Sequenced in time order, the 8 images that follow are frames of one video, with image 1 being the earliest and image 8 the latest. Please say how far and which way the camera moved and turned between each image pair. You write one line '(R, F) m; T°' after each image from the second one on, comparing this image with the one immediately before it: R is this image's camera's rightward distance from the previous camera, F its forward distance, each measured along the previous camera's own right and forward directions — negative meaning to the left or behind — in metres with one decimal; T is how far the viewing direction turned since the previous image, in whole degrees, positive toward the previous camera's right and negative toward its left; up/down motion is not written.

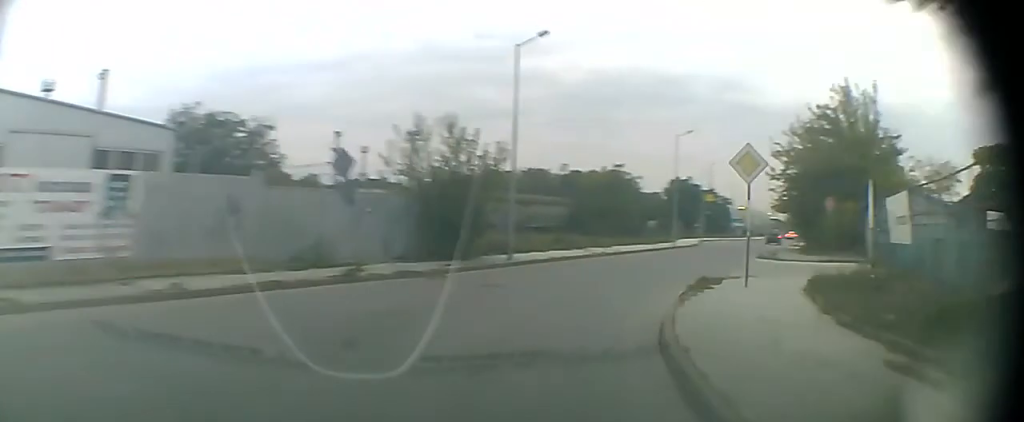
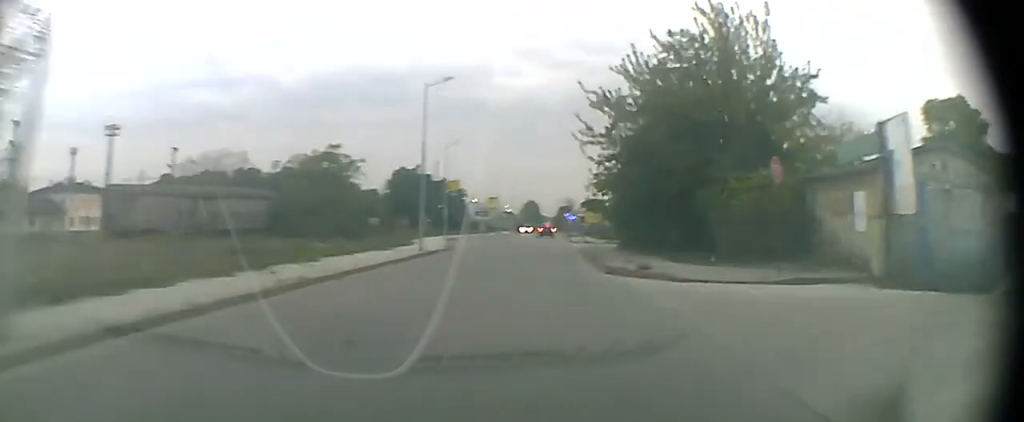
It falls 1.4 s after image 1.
(+4.2, +18.0) m; +17°
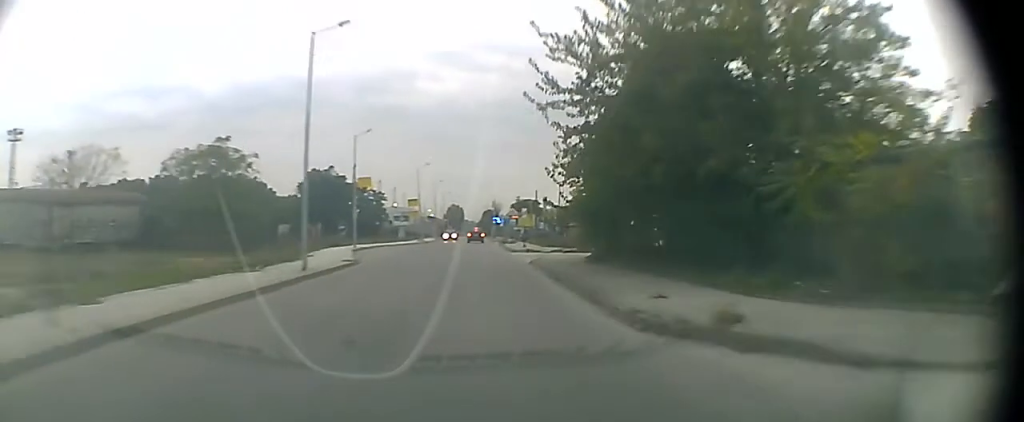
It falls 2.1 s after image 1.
(-0.2, +10.1) m; +5°
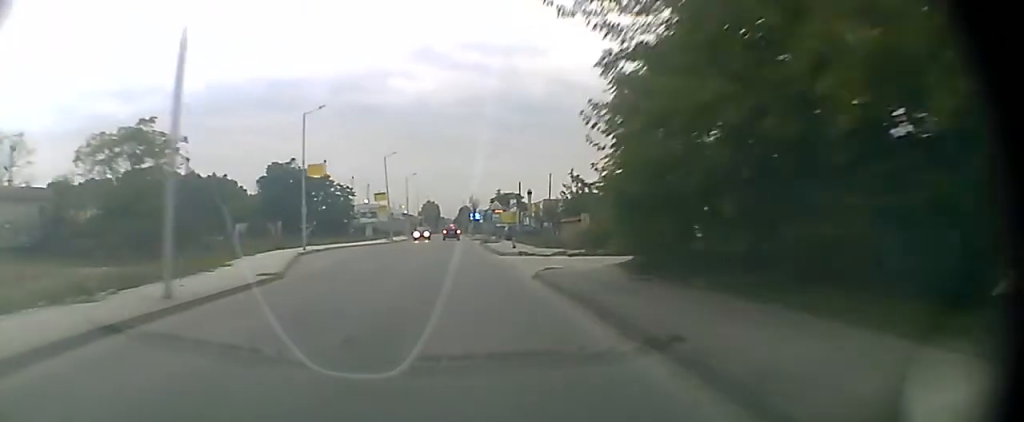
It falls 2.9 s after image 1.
(+1.2, +10.4) m; +6°
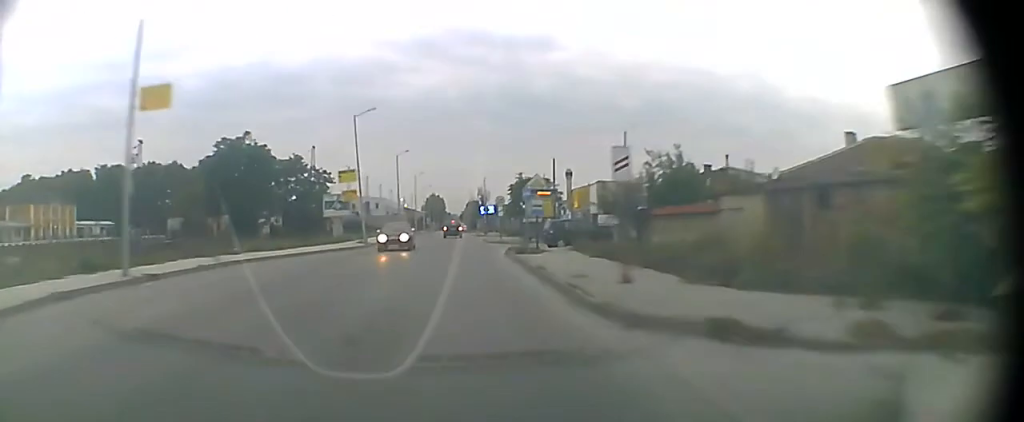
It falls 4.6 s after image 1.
(+1.1, +24.7) m; +2°
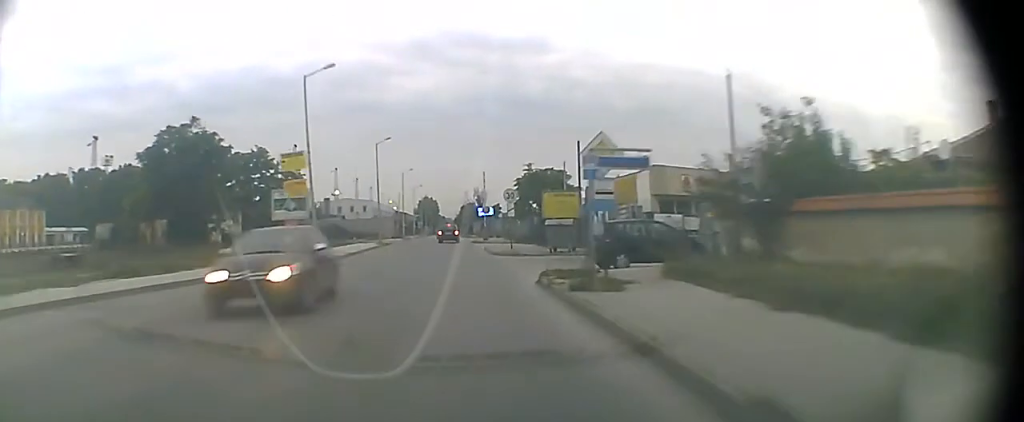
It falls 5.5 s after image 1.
(-0.1, +13.2) m; -1°
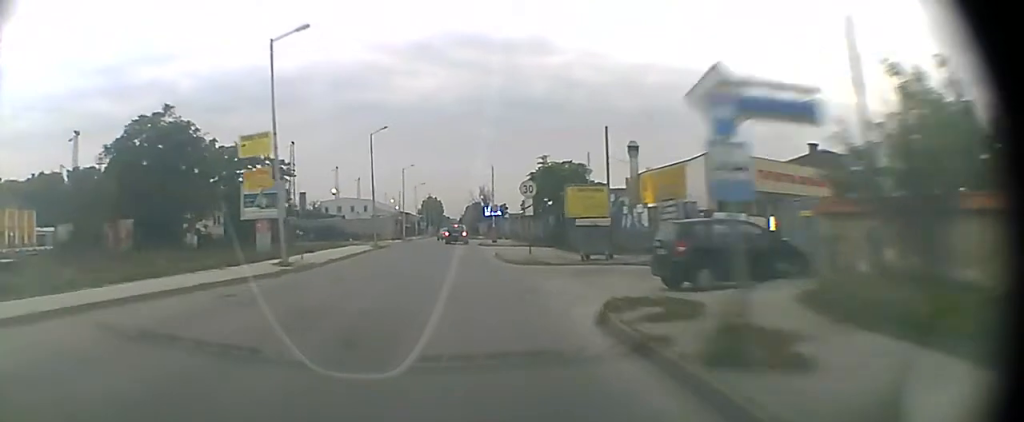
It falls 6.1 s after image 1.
(0.0, +7.5) m; -1°
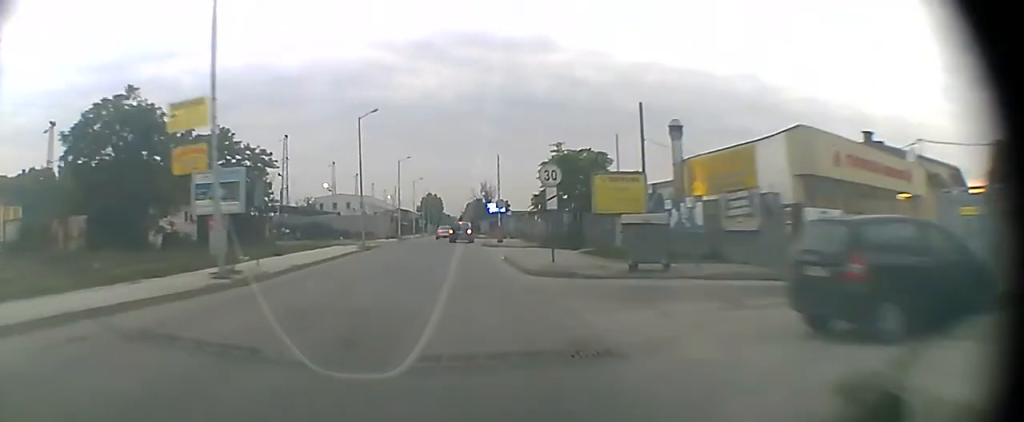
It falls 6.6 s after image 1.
(-0.1, +7.2) m; -1°
